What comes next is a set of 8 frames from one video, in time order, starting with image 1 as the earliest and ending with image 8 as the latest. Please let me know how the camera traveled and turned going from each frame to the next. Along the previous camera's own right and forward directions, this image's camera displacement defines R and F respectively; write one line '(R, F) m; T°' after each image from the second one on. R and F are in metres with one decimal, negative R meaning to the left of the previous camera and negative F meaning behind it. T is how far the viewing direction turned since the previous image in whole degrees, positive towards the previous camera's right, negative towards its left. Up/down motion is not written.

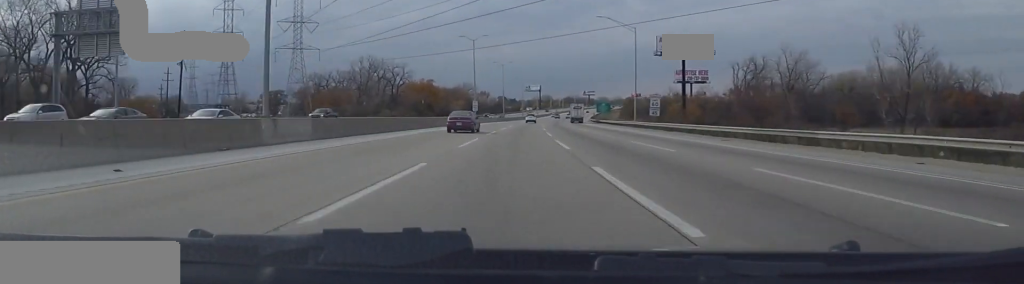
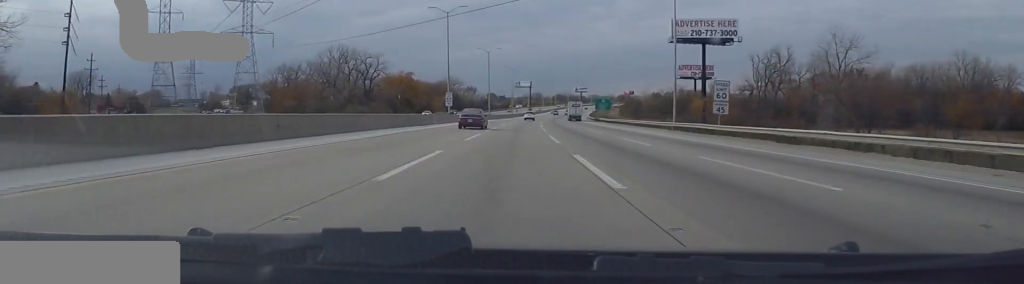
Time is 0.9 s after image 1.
(-0.5, +26.5) m; -1°
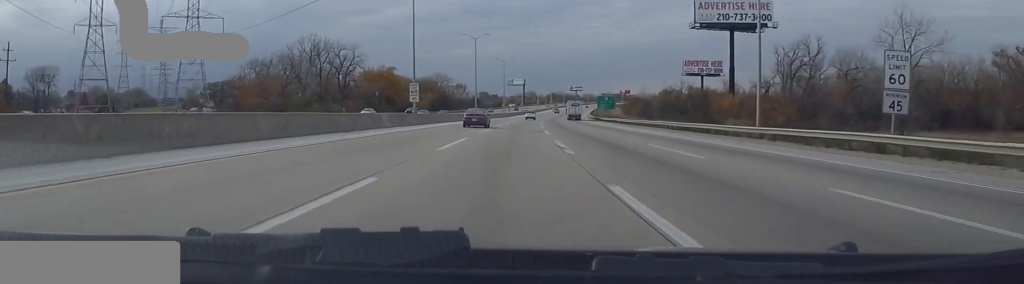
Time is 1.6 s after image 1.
(0.0, +22.3) m; +1°
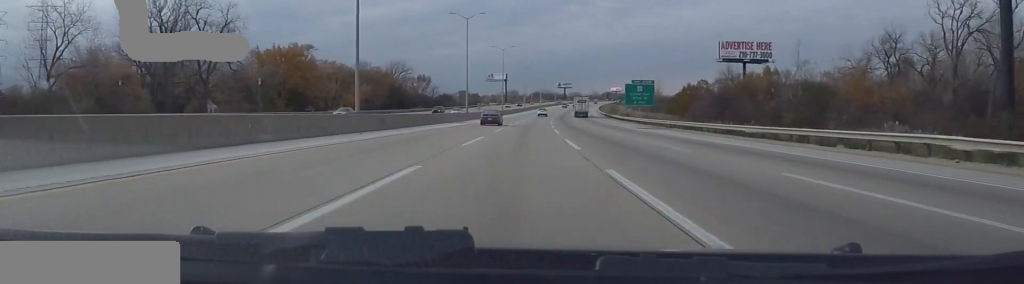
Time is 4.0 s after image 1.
(+2.3, +71.7) m; +4°
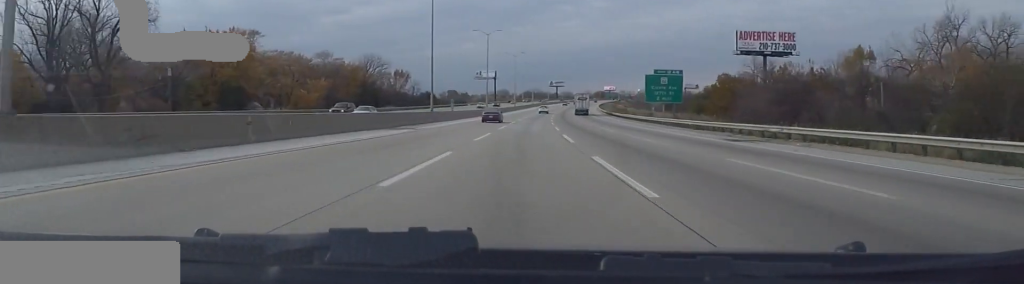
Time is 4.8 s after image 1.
(+0.6, +26.9) m; +1°
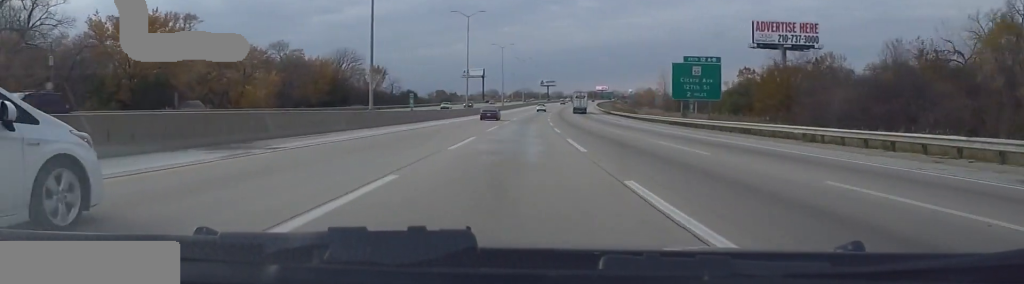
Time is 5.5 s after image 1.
(0.0, +21.8) m; +1°
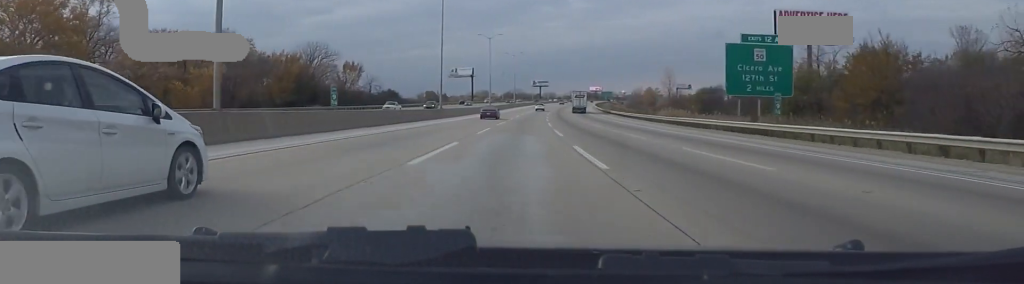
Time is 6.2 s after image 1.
(-0.2, +20.6) m; +1°
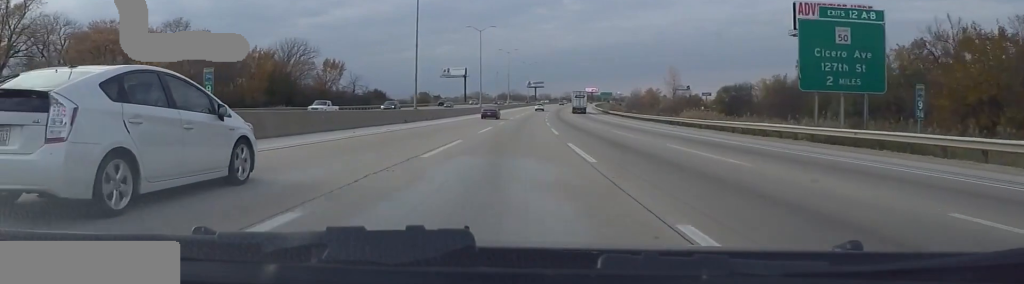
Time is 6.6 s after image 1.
(+0.3, +13.3) m; 0°
